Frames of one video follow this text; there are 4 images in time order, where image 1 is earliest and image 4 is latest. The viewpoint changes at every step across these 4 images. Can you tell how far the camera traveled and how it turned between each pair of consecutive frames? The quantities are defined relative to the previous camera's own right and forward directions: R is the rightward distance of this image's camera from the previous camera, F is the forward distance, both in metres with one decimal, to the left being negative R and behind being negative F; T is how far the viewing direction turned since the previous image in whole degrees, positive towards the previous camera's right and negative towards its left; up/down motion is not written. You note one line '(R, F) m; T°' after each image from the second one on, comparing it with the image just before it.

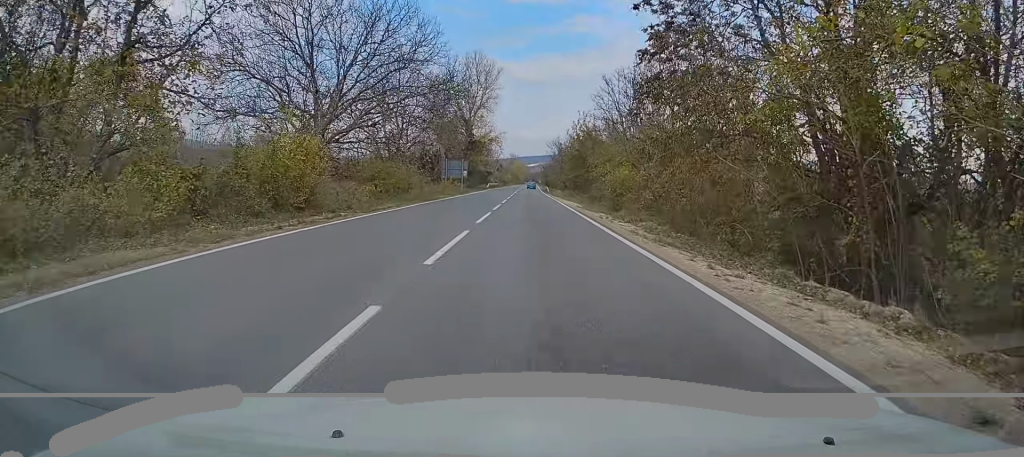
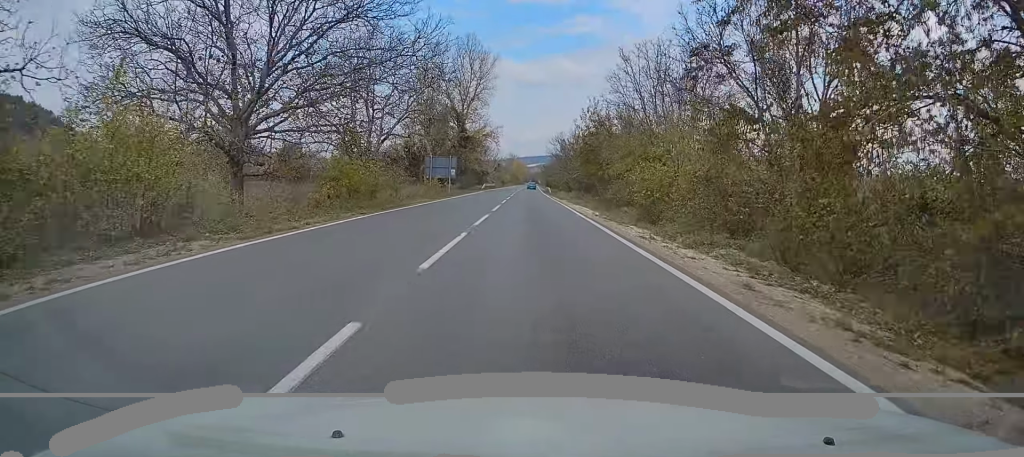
(-0.1, +9.8) m; 0°
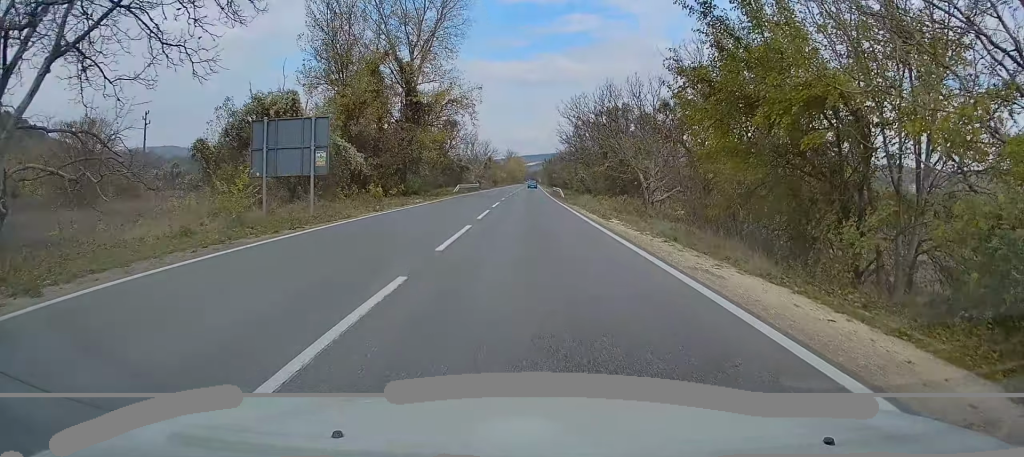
(-0.4, +33.9) m; 0°
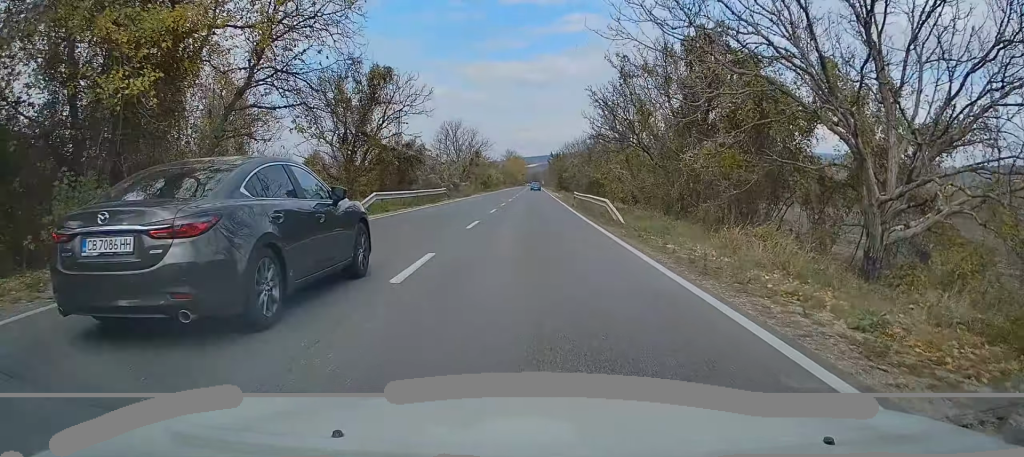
(+0.2, +33.5) m; 0°
